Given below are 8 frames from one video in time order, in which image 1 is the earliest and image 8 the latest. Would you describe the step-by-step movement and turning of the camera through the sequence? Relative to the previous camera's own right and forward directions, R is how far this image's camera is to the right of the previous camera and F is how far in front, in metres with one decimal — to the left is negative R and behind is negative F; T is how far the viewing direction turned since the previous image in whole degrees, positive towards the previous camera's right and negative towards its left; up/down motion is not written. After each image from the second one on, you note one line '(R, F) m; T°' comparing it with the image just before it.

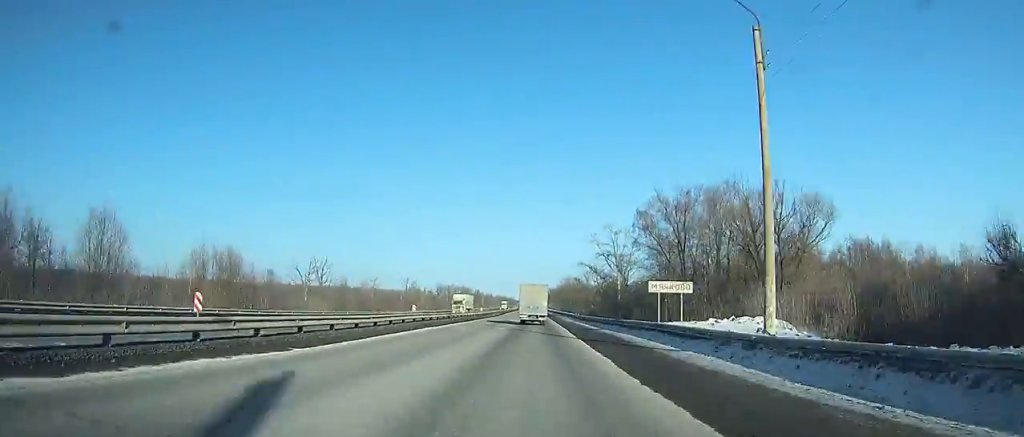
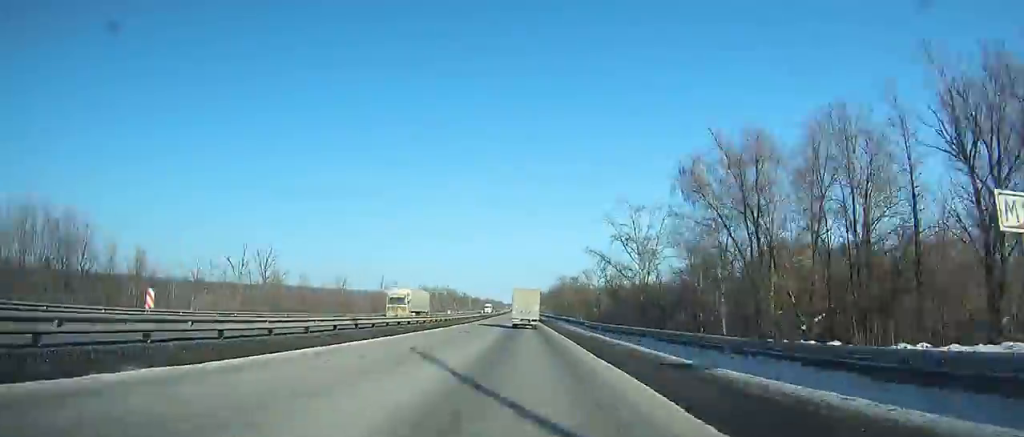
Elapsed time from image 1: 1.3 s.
(0.0, +26.4) m; 0°
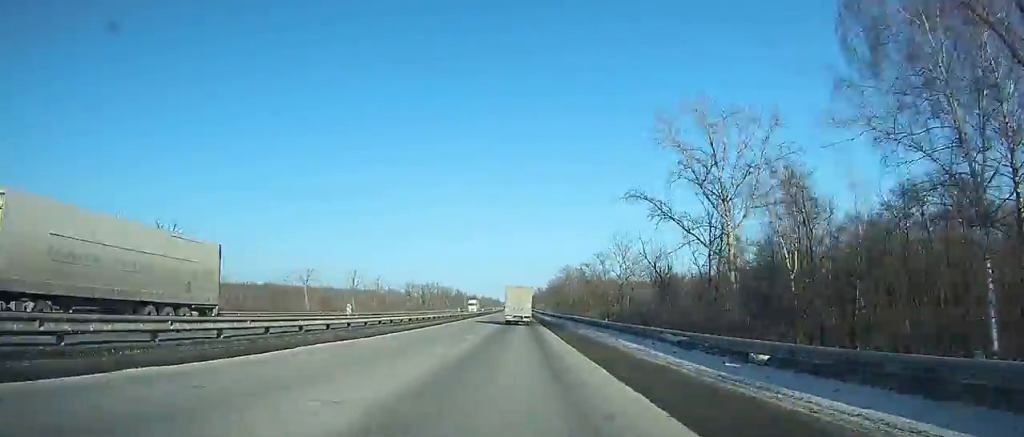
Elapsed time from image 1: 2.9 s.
(0.0, +32.6) m; 0°
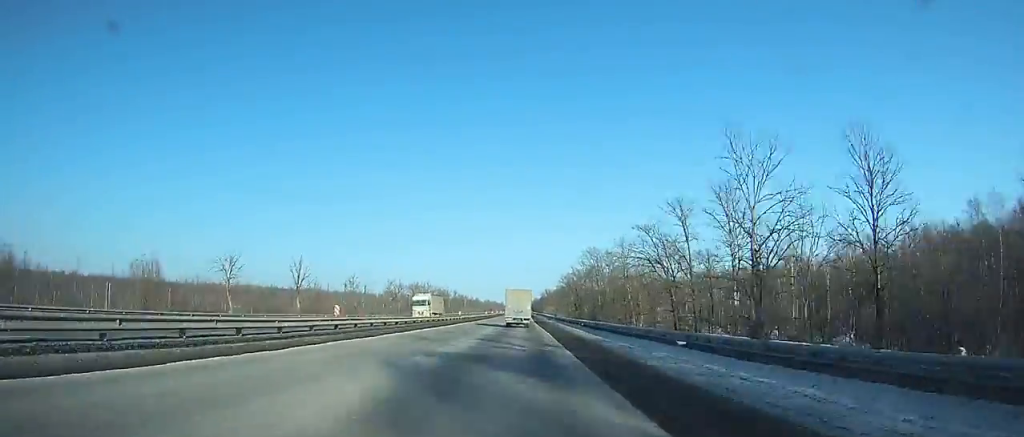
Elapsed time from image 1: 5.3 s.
(-0.1, +50.7) m; 0°
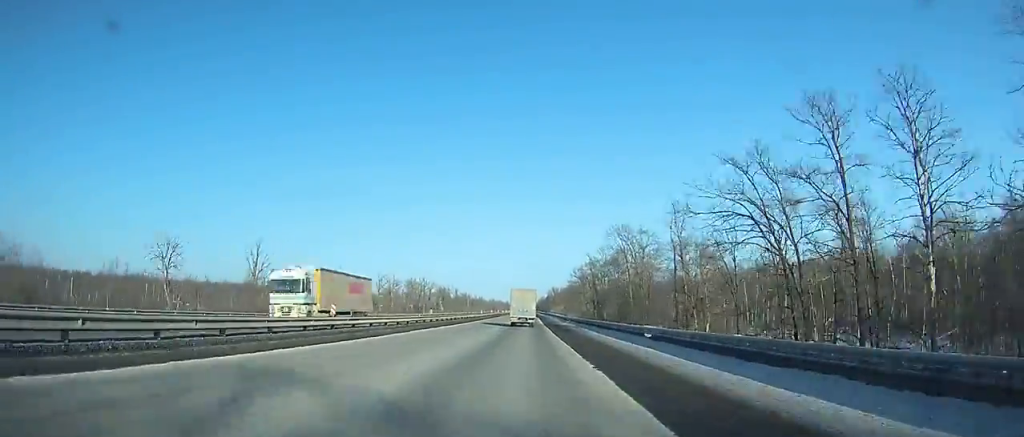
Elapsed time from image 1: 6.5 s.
(0.0, +25.8) m; 0°
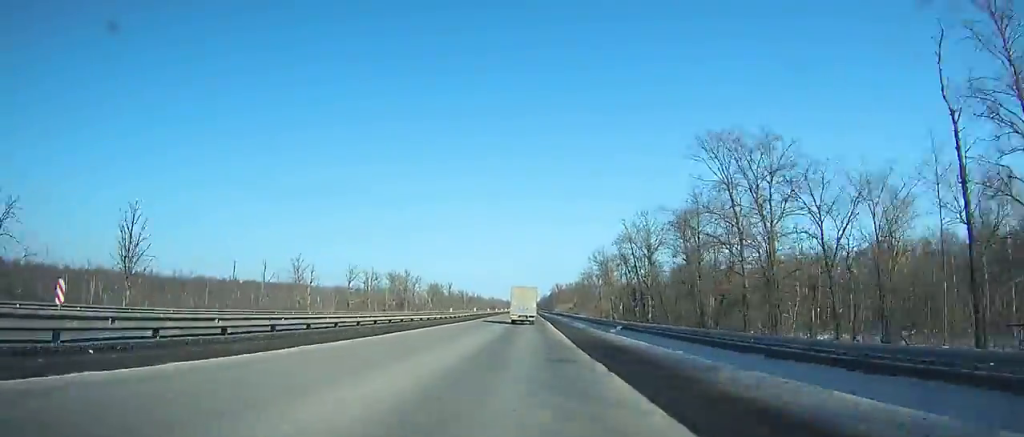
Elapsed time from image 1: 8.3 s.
(-0.1, +39.6) m; 0°
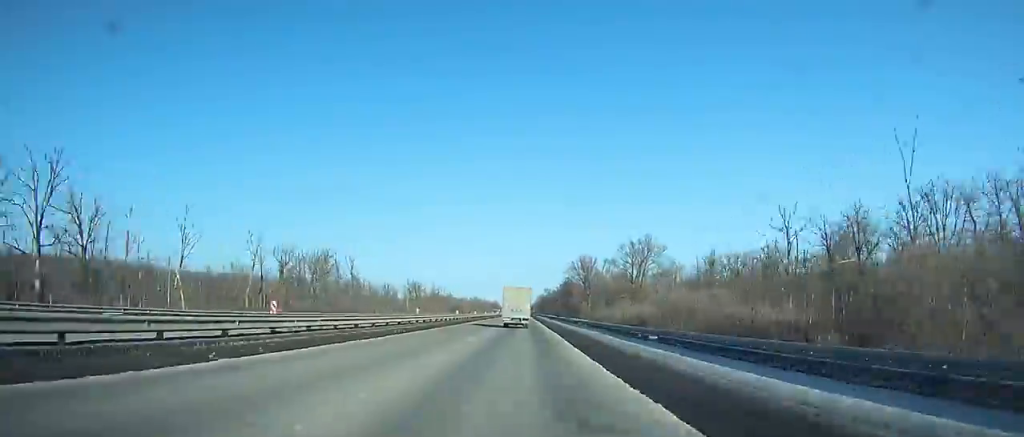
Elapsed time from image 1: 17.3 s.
(+0.5, +208.0) m; 0°
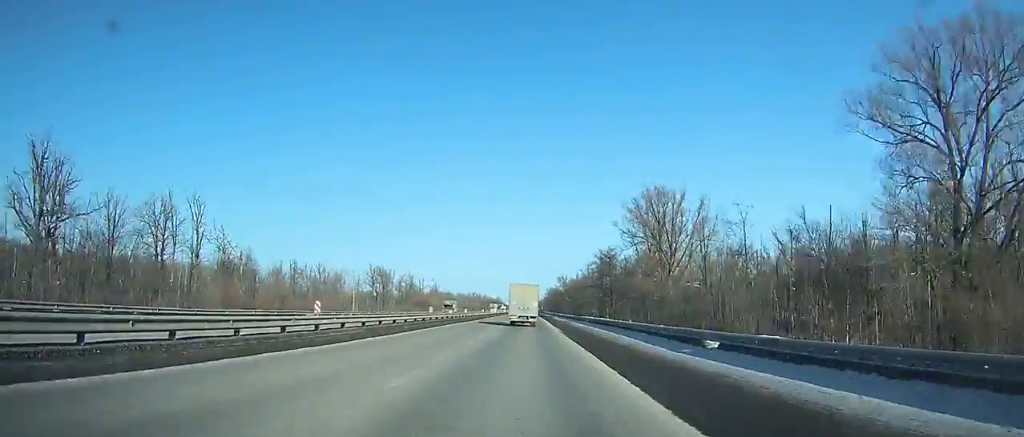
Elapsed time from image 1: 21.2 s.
(-0.2, +94.2) m; 0°
